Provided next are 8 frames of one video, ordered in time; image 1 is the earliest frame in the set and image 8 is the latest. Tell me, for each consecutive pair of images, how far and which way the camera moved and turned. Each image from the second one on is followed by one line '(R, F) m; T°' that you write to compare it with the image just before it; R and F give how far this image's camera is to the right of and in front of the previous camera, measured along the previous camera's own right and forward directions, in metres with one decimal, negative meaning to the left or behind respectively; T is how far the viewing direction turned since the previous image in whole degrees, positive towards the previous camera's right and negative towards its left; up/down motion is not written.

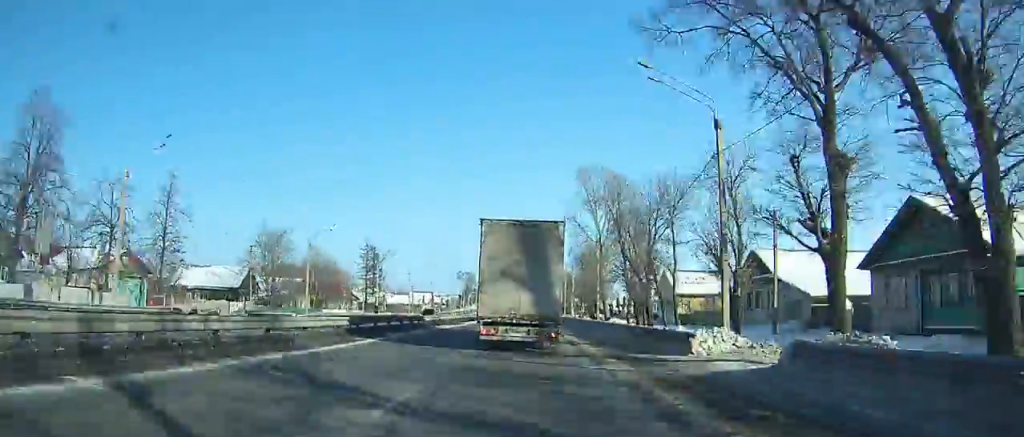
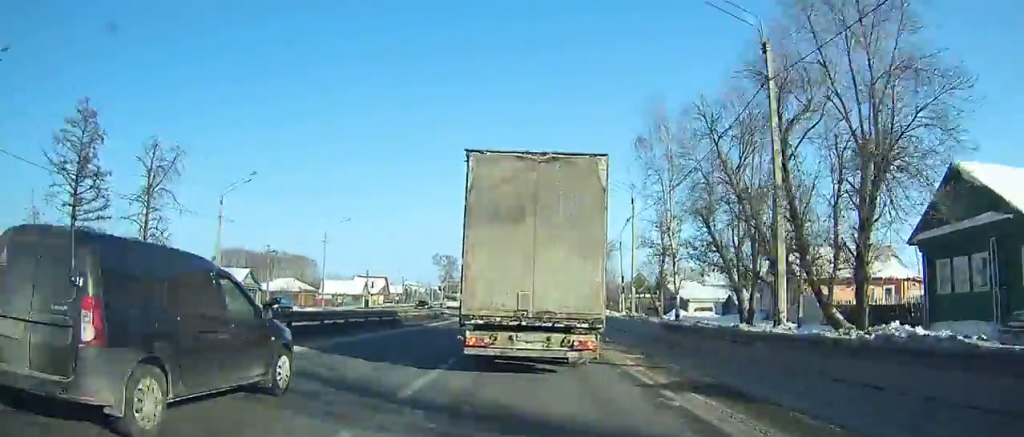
(-0.1, +70.6) m; 0°
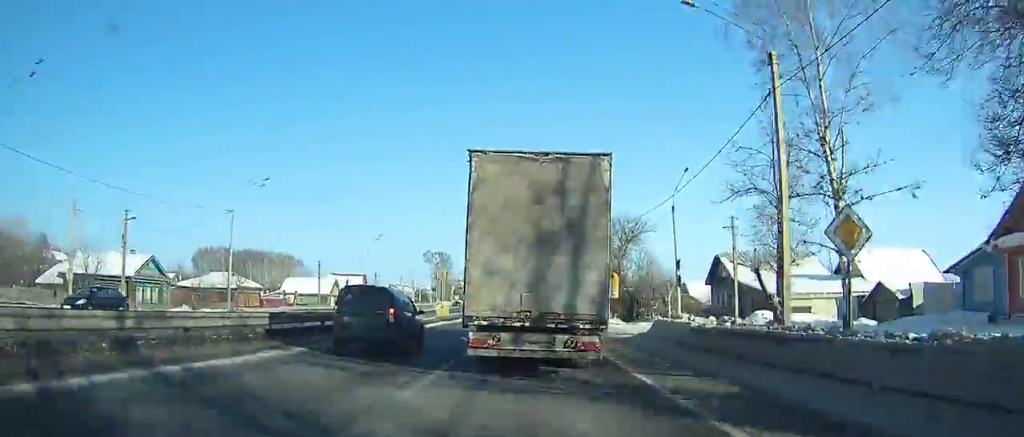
(0.0, +24.9) m; 0°
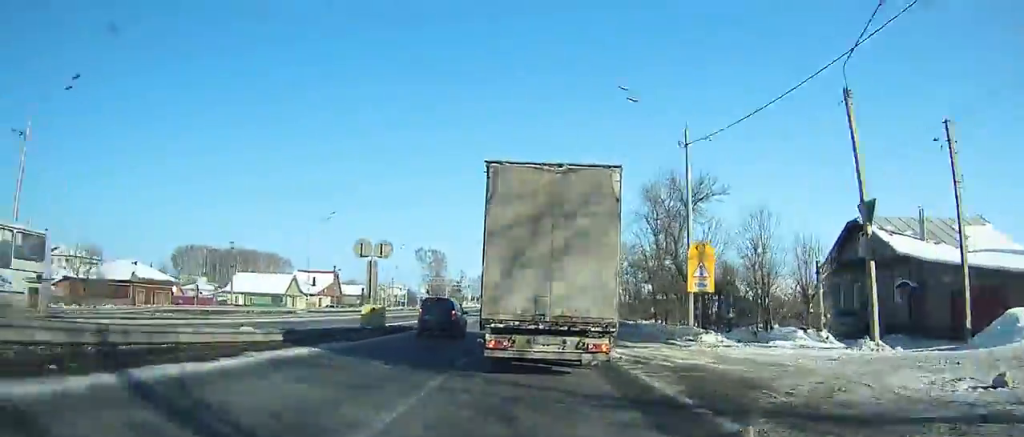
(-0.1, +25.6) m; -1°
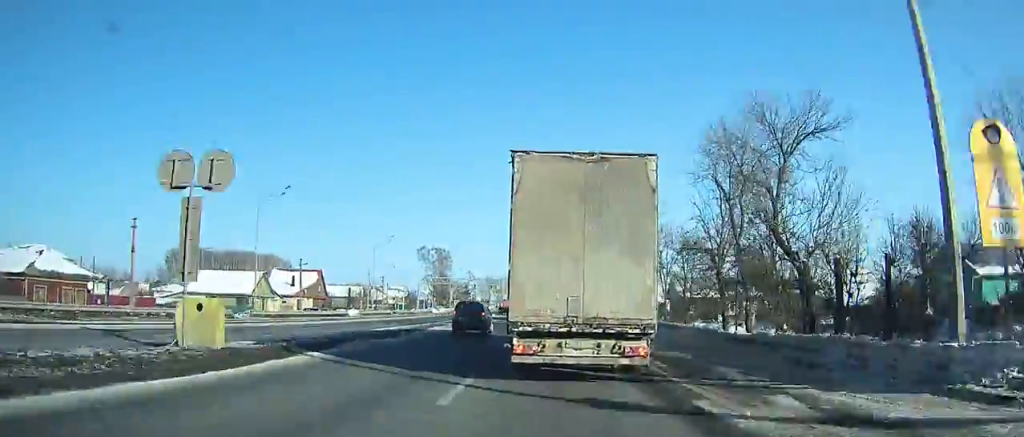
(-0.1, +15.5) m; -1°
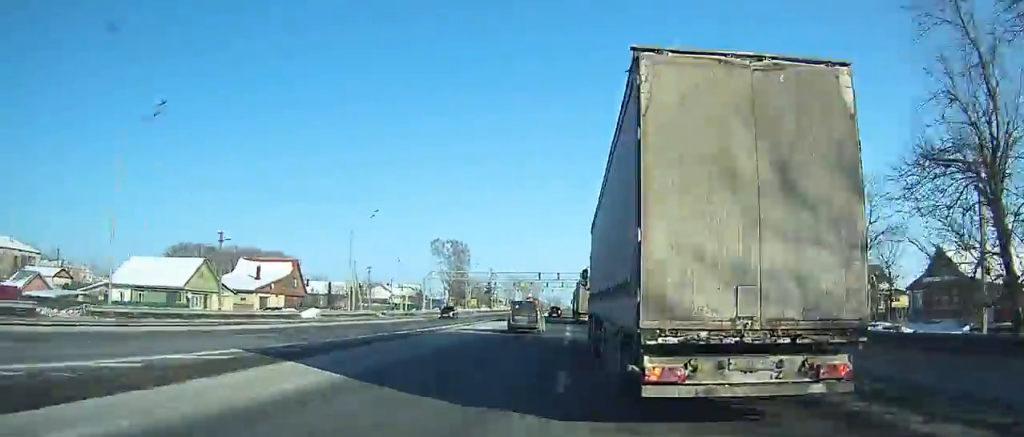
(-0.3, +19.9) m; 0°
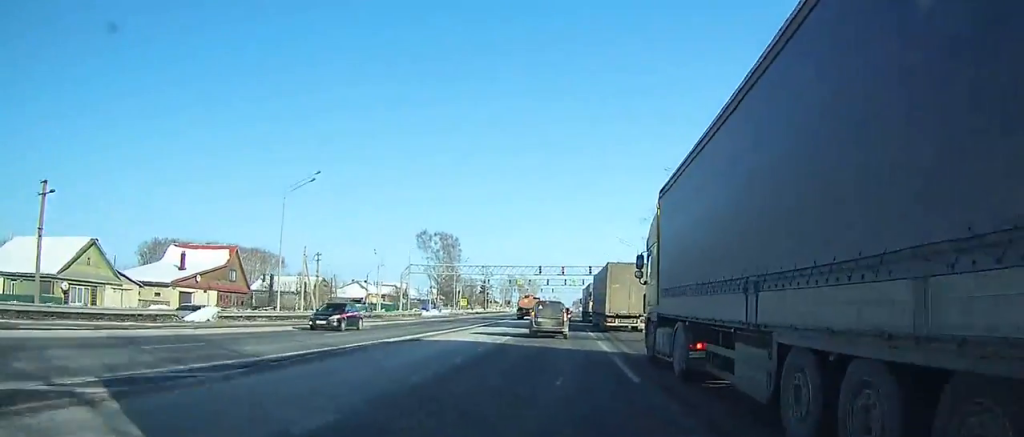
(-0.4, +15.5) m; 0°
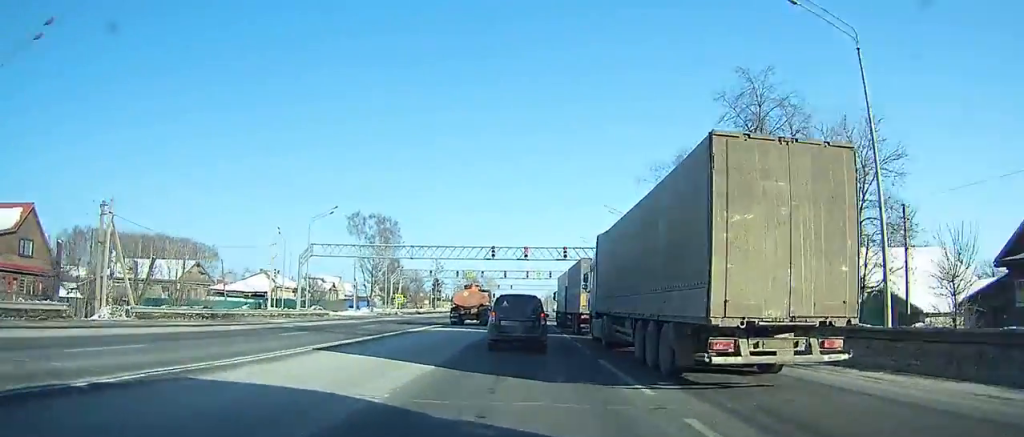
(+0.8, +22.7) m; +2°
